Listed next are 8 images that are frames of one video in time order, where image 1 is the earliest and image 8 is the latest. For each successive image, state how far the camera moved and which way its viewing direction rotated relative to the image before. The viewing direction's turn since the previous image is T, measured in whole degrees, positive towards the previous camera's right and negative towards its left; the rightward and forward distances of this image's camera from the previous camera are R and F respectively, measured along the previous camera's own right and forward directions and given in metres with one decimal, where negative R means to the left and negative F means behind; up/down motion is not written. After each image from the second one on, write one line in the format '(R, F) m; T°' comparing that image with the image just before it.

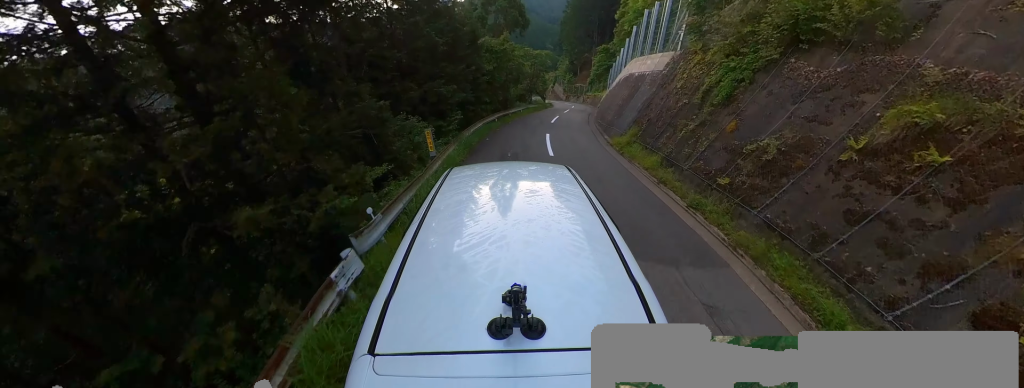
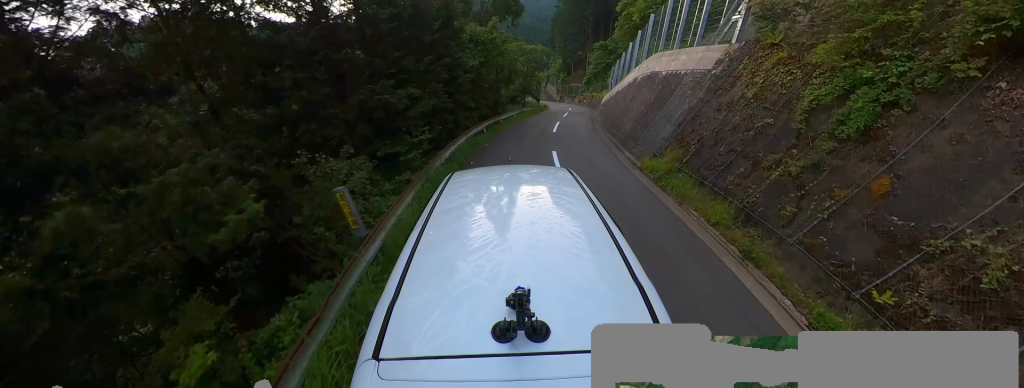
(-0.5, +4.4) m; +2°
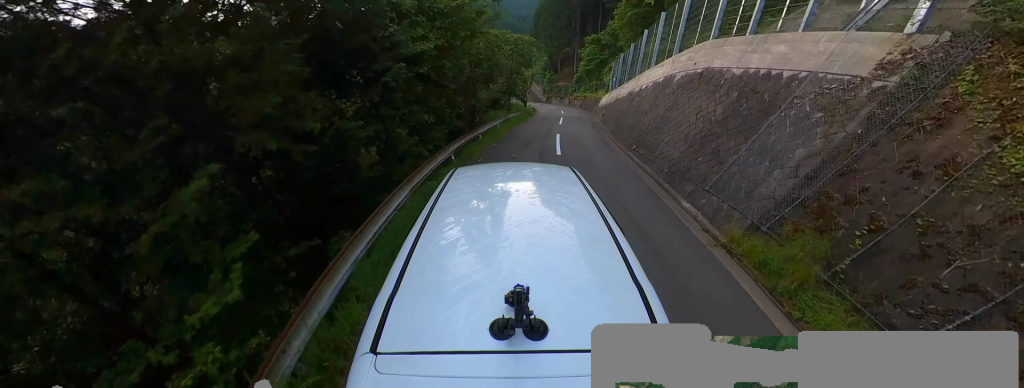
(+1.8, +6.1) m; +6°
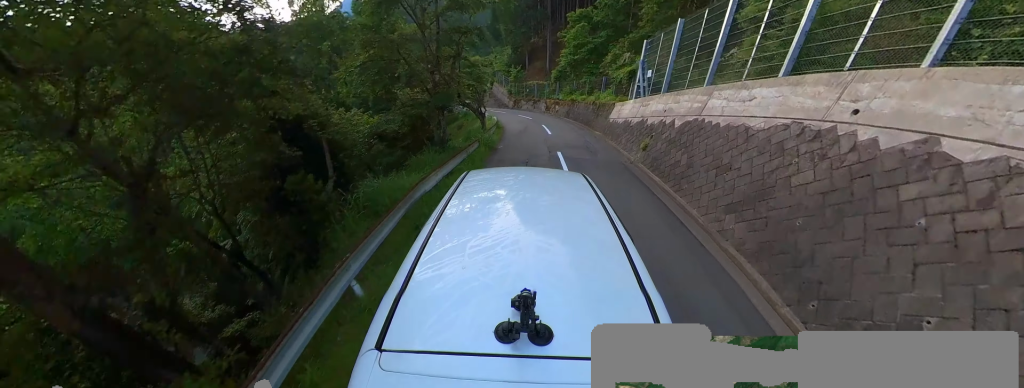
(0.0, +15.2) m; +2°
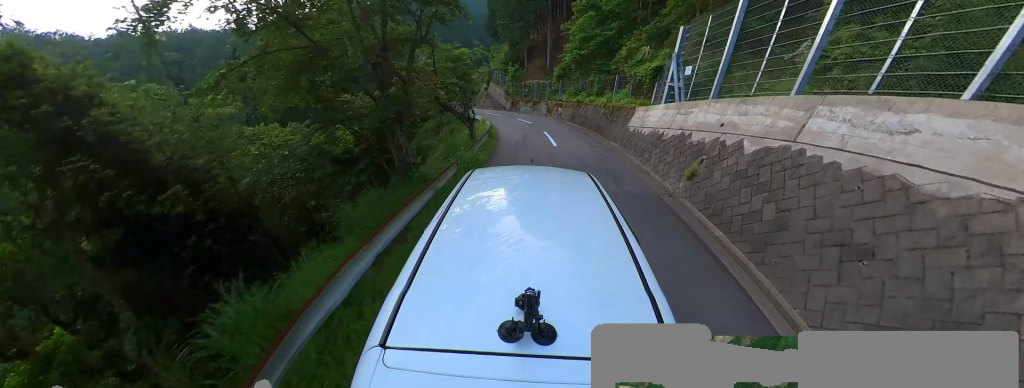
(+0.7, +3.8) m; 0°
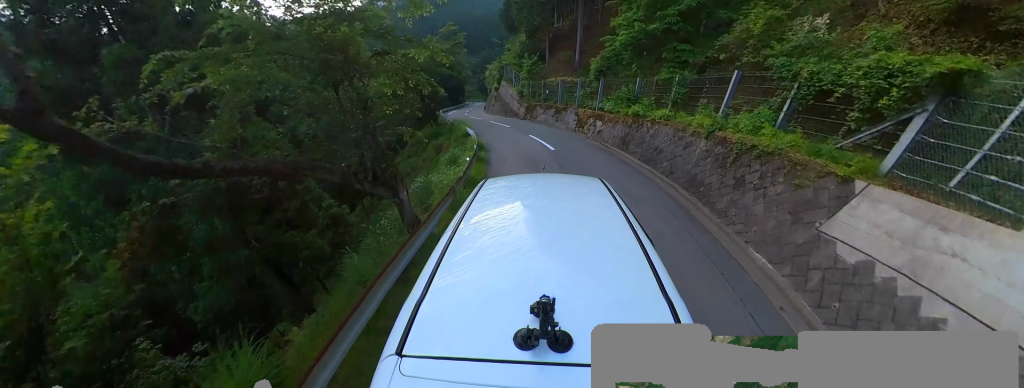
(-1.8, +9.6) m; -13°
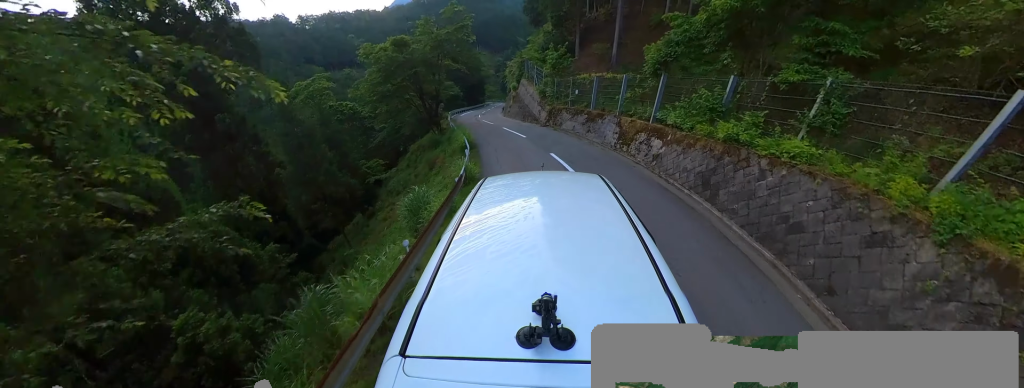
(+0.2, +5.2) m; -9°
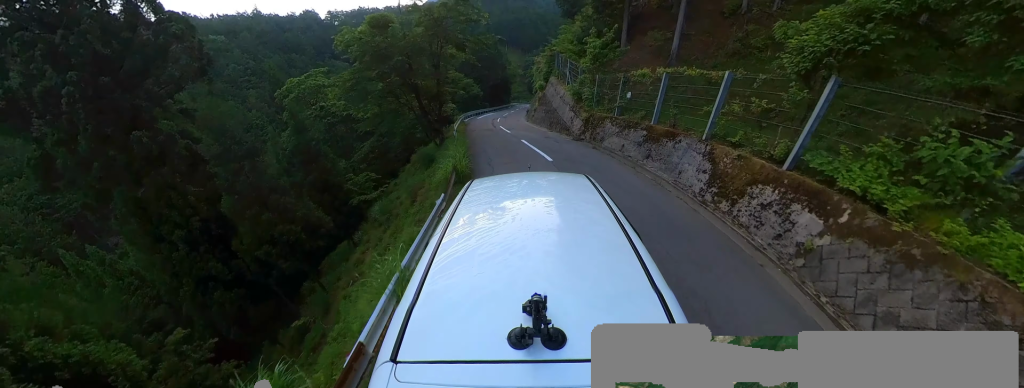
(-0.9, +5.1) m; -8°
